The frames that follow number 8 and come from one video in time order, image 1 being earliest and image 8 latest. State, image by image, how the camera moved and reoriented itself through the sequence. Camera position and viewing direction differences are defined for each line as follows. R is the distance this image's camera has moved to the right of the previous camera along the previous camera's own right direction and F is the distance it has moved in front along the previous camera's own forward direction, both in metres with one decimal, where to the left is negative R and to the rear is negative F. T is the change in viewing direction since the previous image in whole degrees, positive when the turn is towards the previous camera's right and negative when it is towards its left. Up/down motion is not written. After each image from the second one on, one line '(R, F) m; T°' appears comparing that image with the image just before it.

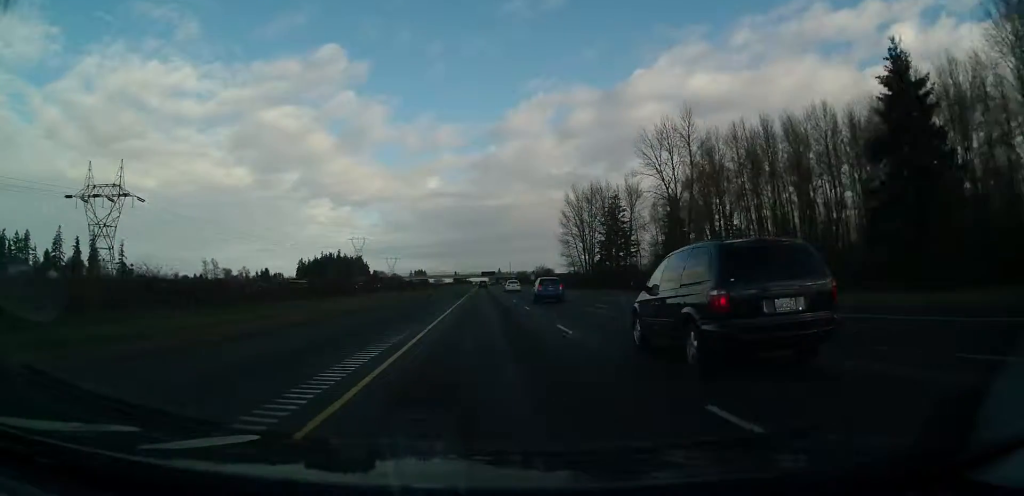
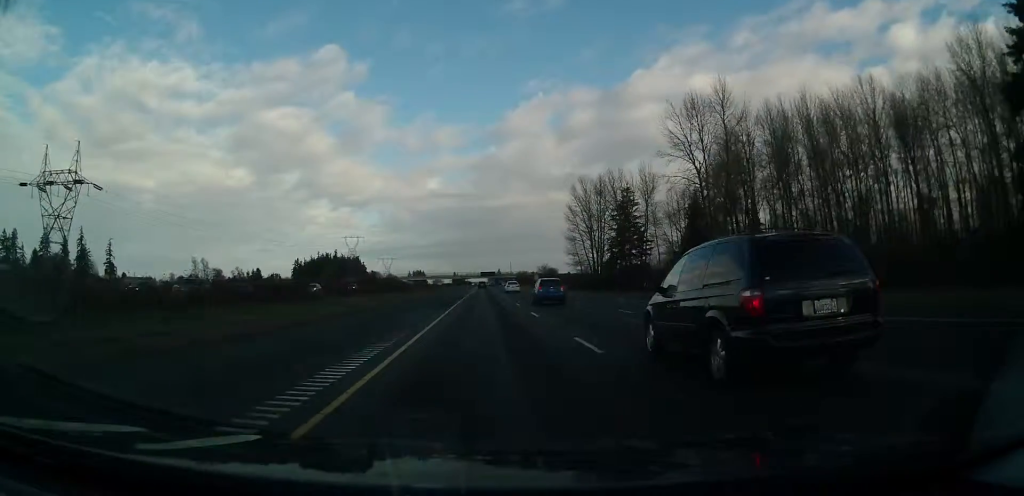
(+0.1, +16.8) m; 0°
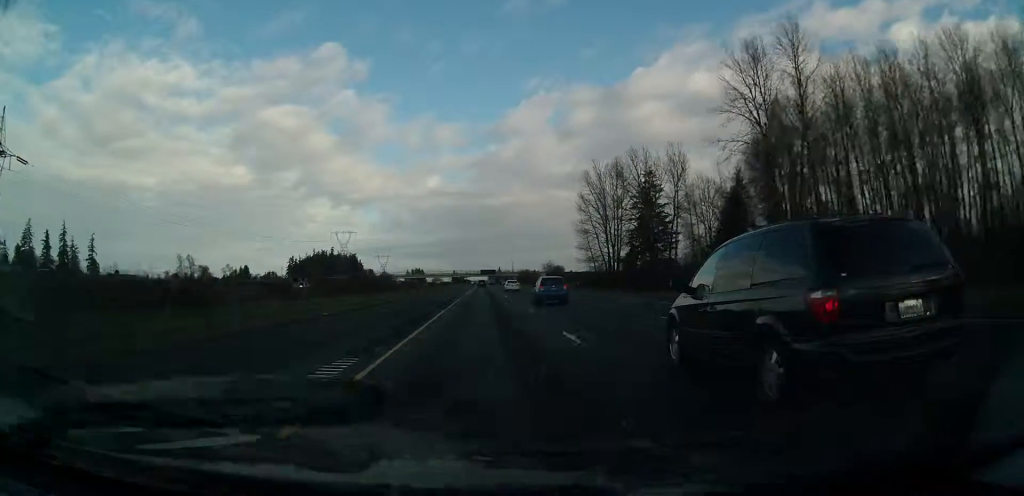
(+0.1, +25.0) m; 0°
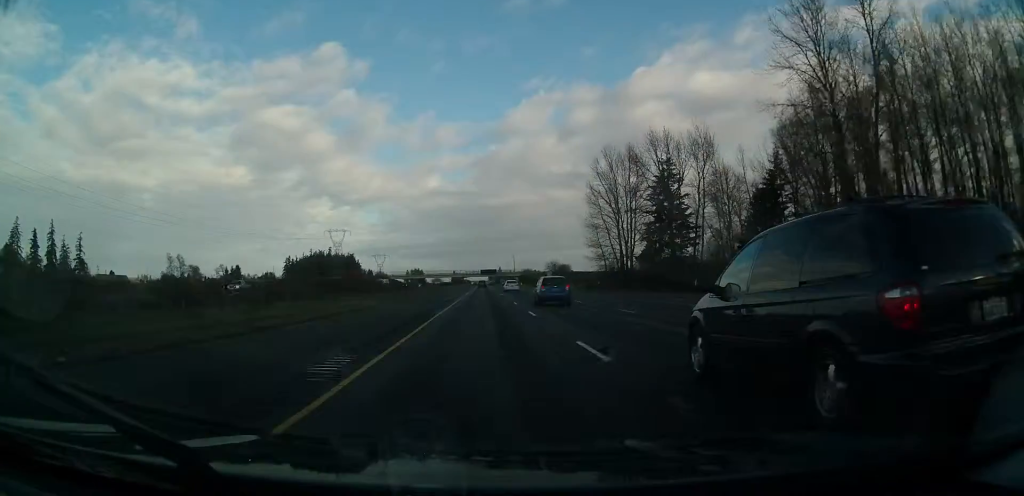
(0.0, +16.4) m; 0°
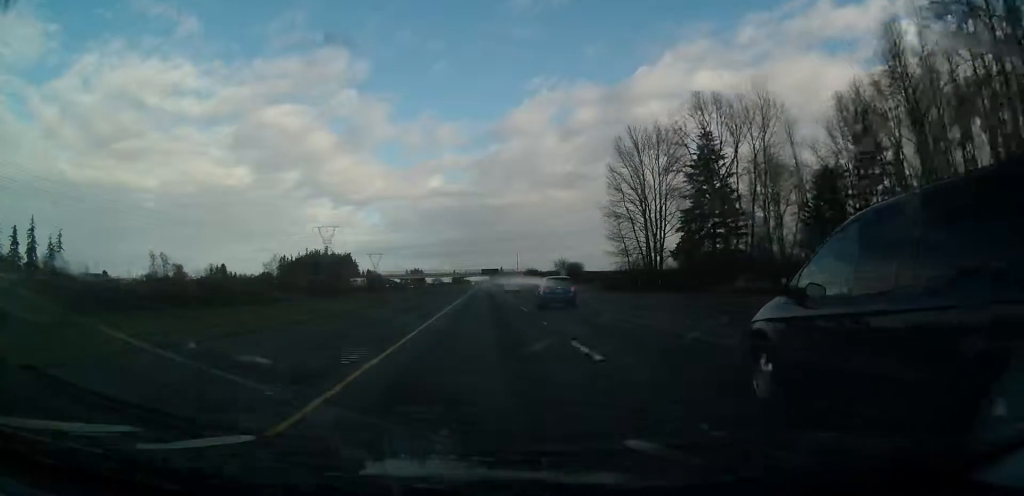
(0.0, +26.4) m; 0°
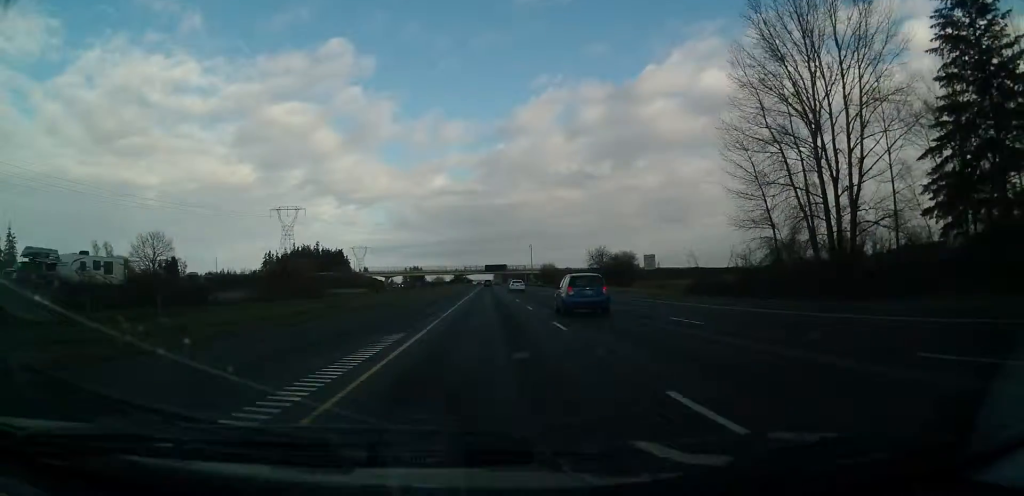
(+0.6, +71.8) m; 0°
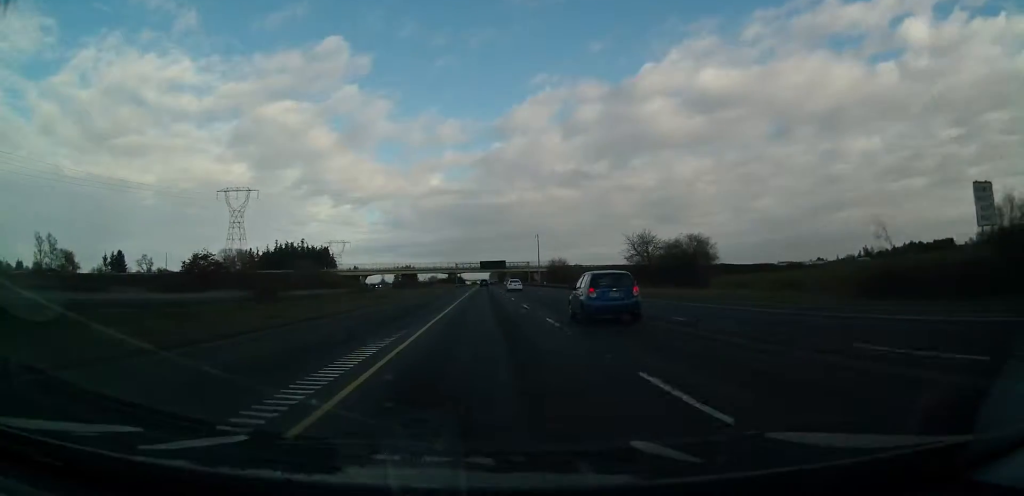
(-0.4, +48.8) m; 0°
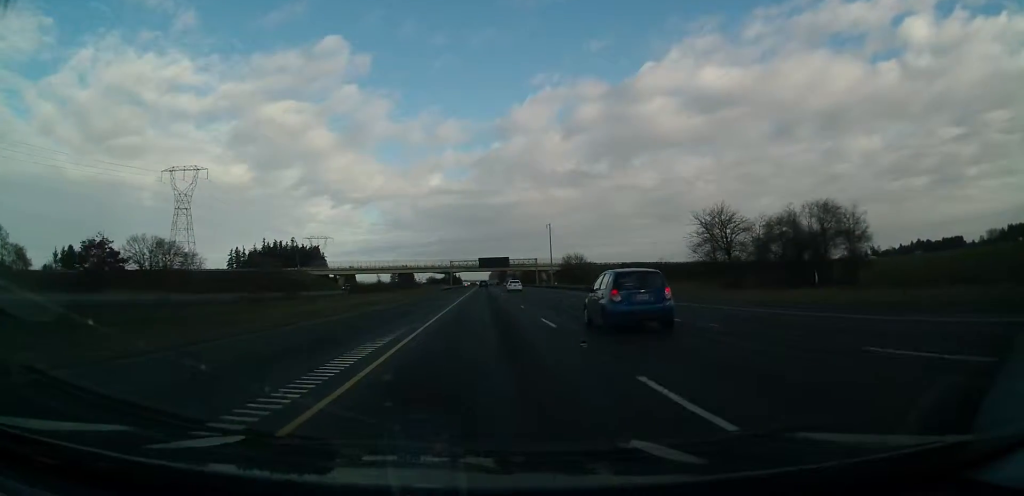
(+0.1, +37.7) m; 0°
